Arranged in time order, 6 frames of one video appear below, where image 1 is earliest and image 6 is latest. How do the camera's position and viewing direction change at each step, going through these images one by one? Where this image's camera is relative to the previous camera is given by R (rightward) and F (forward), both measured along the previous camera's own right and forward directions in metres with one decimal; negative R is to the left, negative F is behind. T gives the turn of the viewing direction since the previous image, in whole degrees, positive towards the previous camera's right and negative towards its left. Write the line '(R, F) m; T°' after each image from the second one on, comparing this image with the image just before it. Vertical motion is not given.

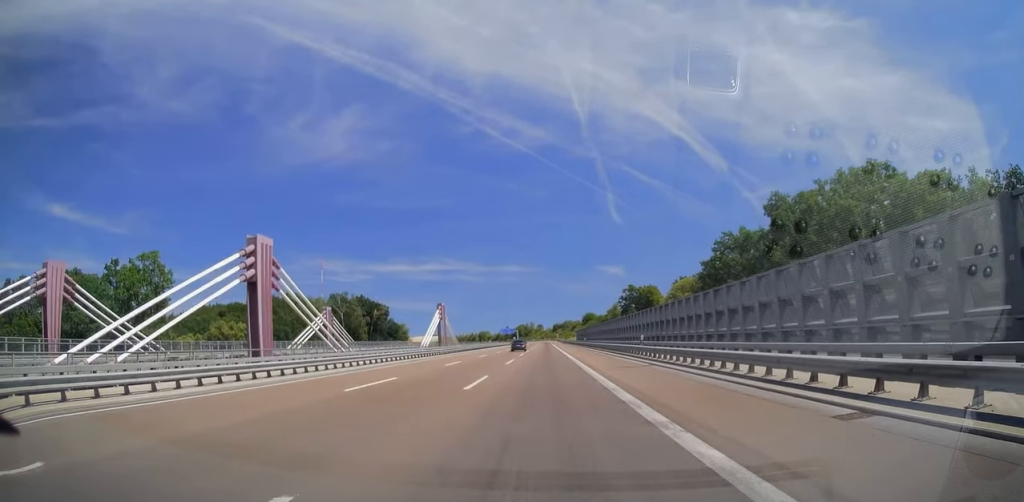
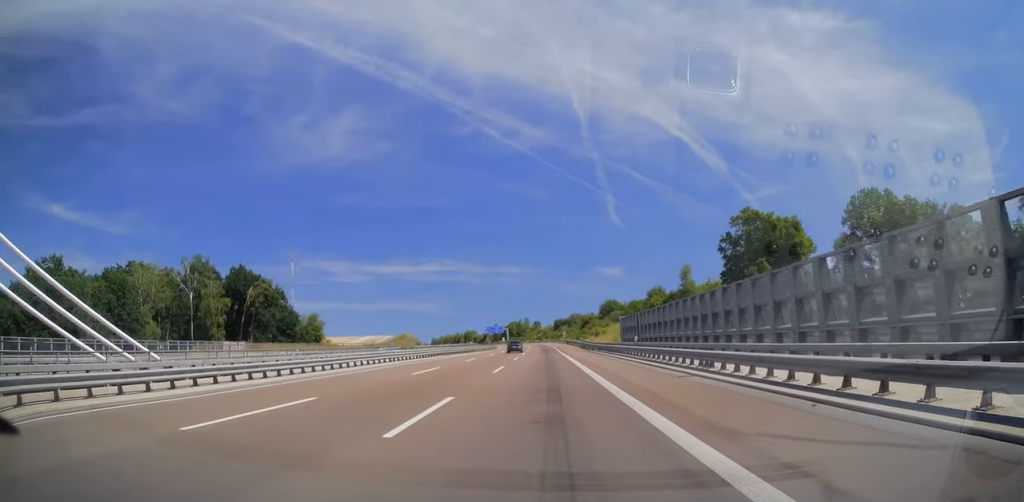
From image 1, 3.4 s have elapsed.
(+0.2, +97.7) m; 0°
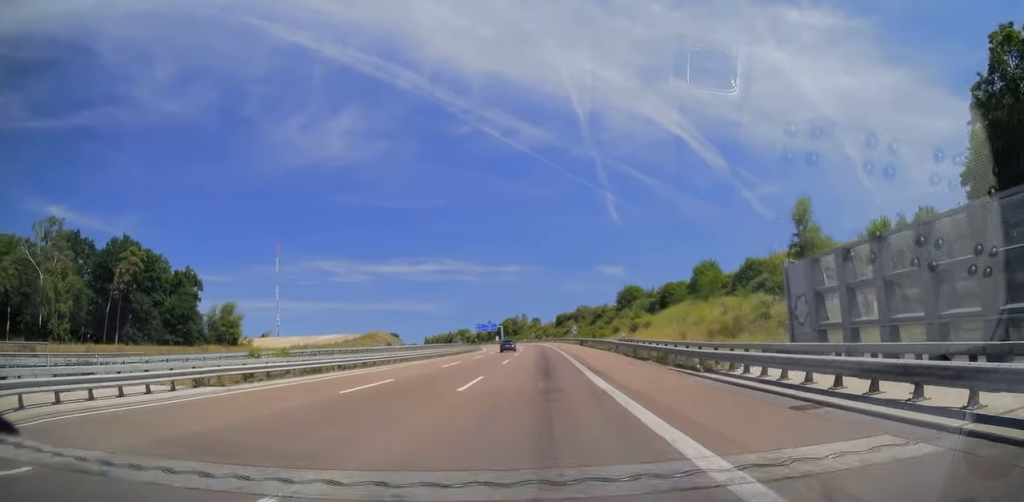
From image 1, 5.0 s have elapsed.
(+0.2, +45.3) m; 0°
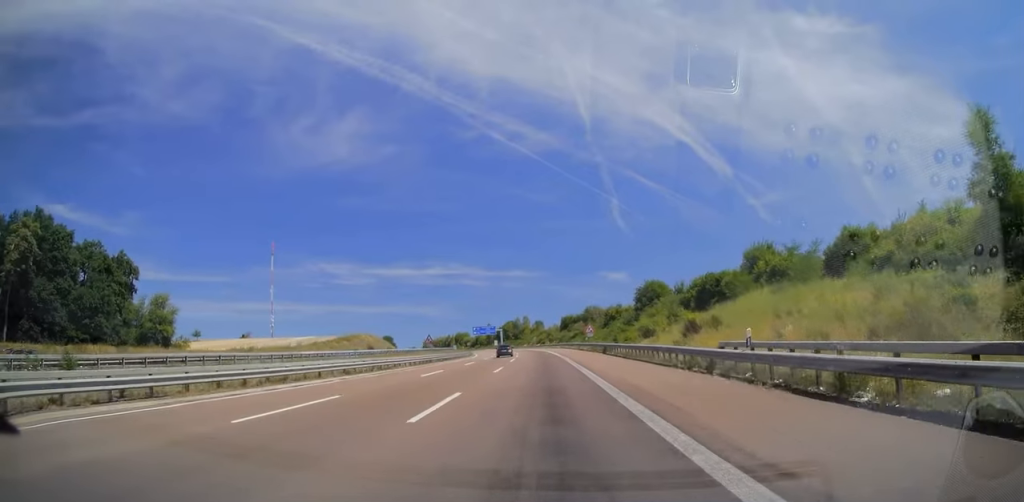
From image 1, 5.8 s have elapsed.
(-0.3, +24.3) m; 0°
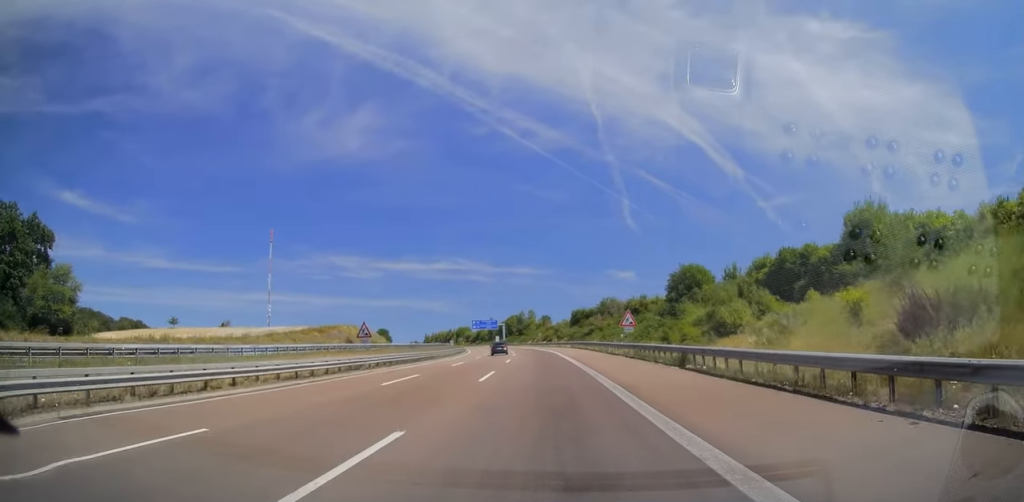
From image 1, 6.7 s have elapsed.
(+0.4, +25.3) m; 0°
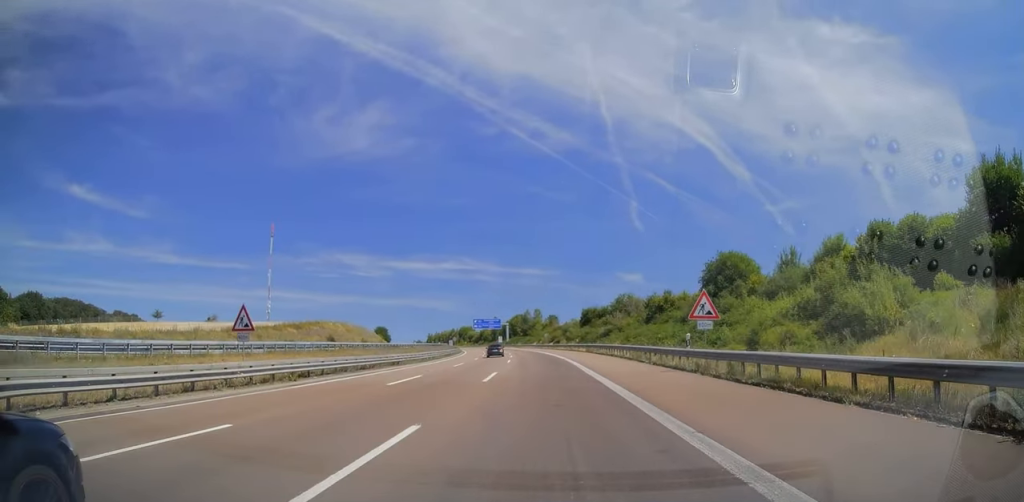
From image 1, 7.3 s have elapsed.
(-0.3, +17.2) m; -1°
